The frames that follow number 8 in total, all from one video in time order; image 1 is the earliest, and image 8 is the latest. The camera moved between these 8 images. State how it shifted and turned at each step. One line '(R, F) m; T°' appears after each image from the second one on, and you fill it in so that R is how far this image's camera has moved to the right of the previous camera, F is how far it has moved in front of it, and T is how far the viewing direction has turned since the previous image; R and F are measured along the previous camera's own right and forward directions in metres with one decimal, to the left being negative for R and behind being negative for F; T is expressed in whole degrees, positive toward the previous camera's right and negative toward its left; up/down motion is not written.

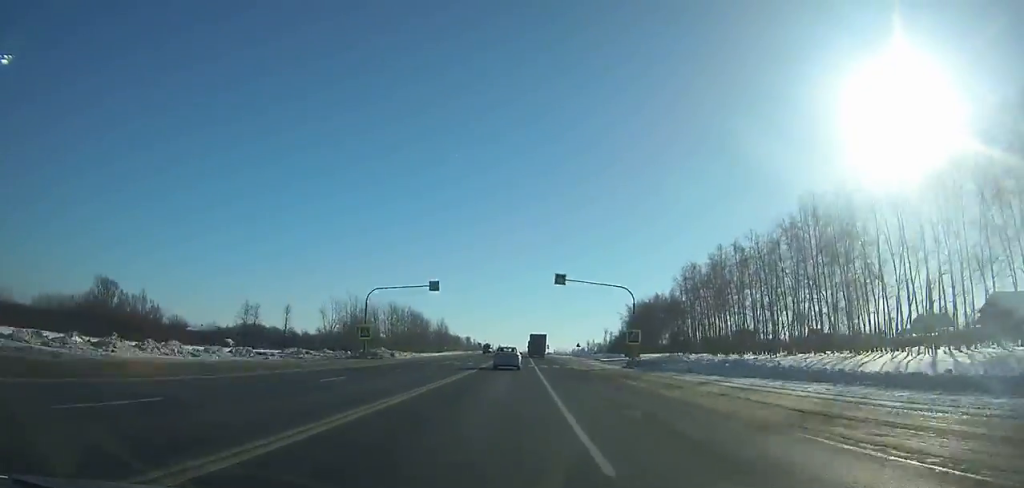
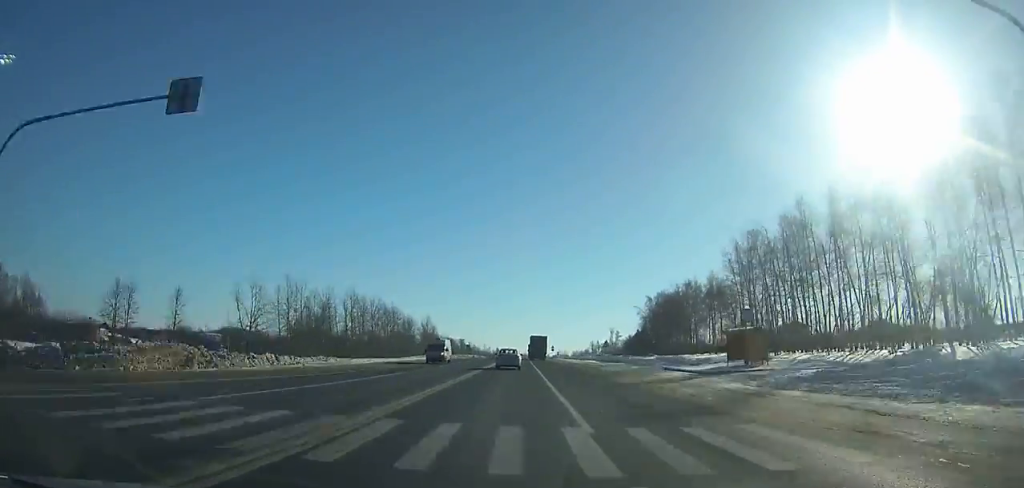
(+0.4, +41.4) m; 0°
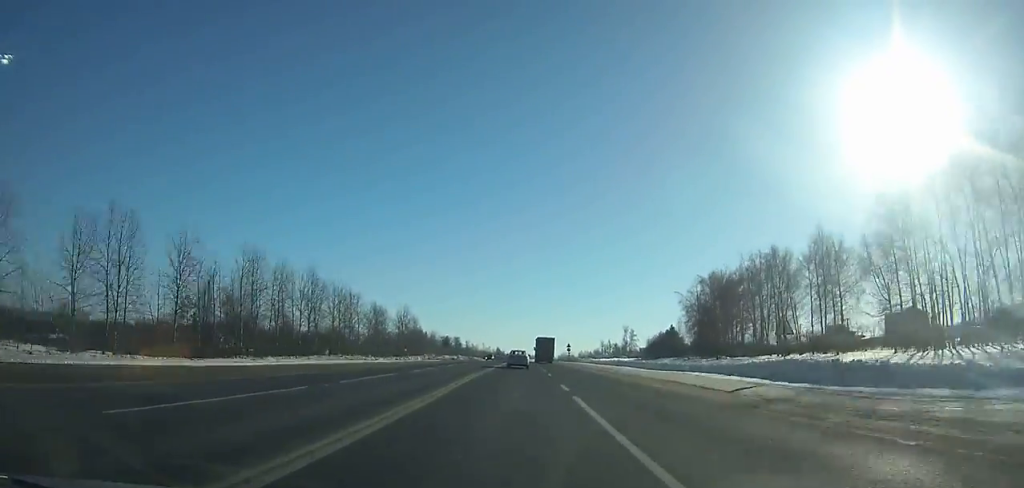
(-0.2, +54.5) m; 0°
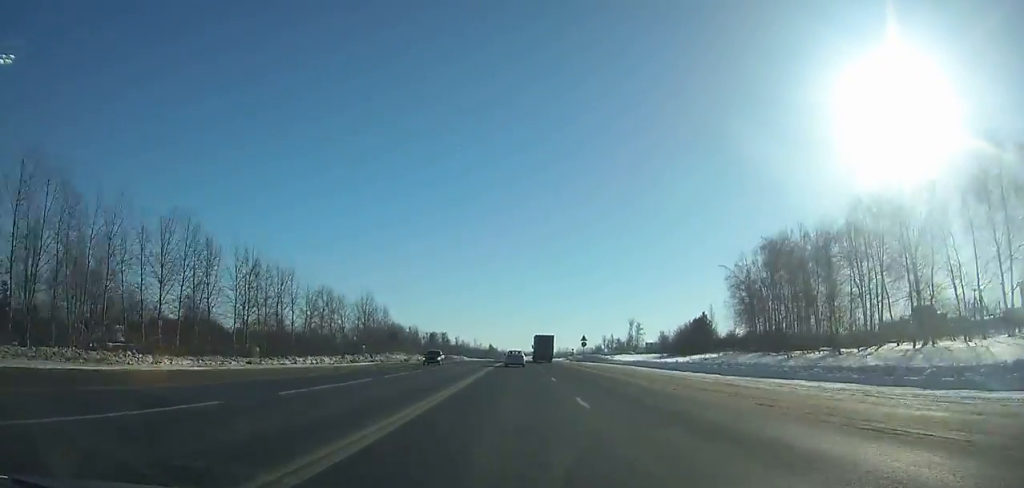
(+0.2, +42.2) m; 0°
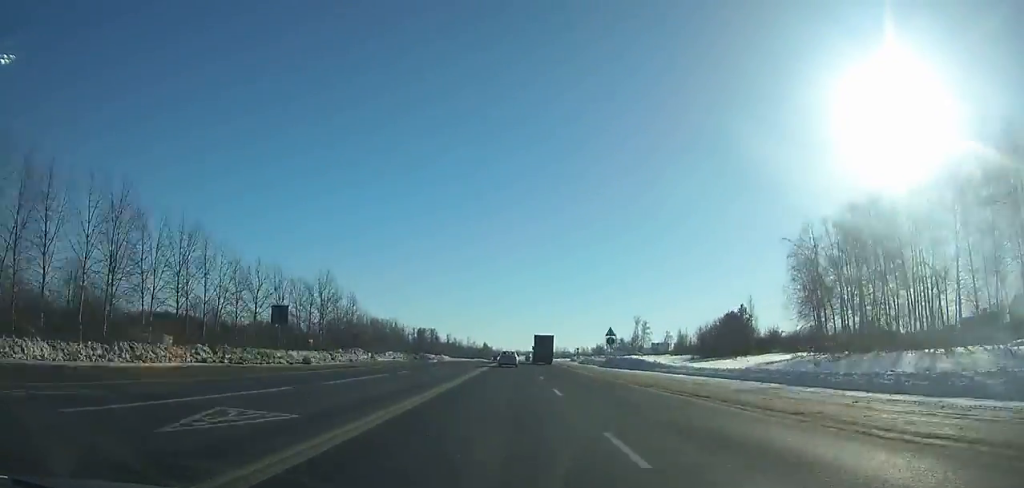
(0.0, +30.8) m; 0°
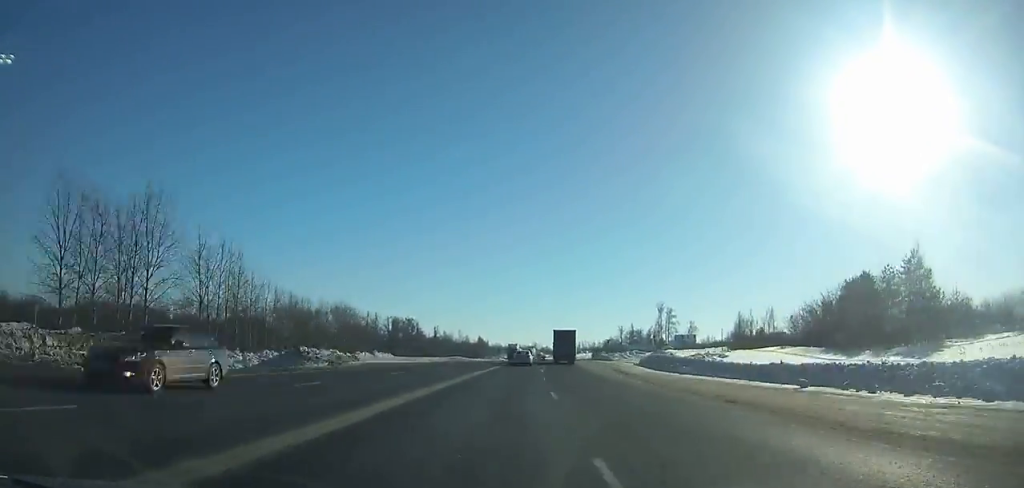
(+0.4, +63.5) m; +2°
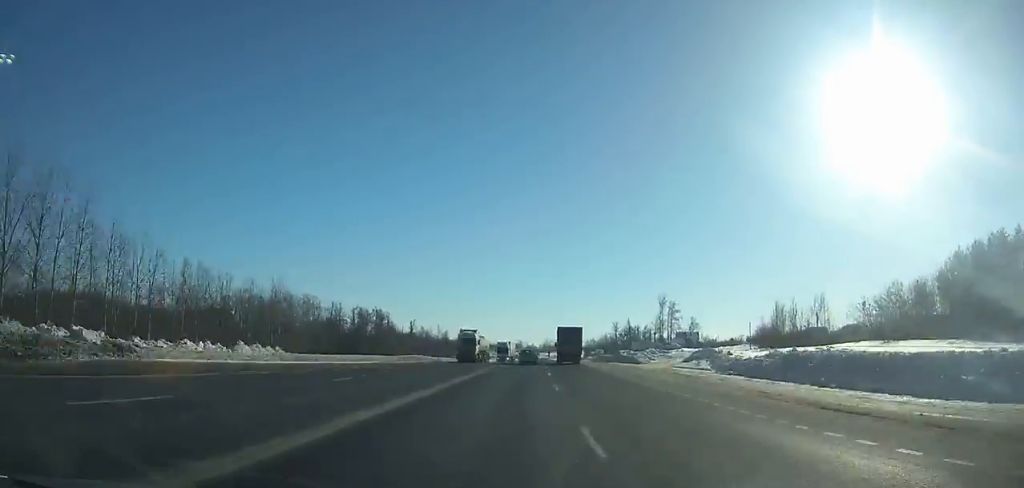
(+0.2, +32.2) m; +1°
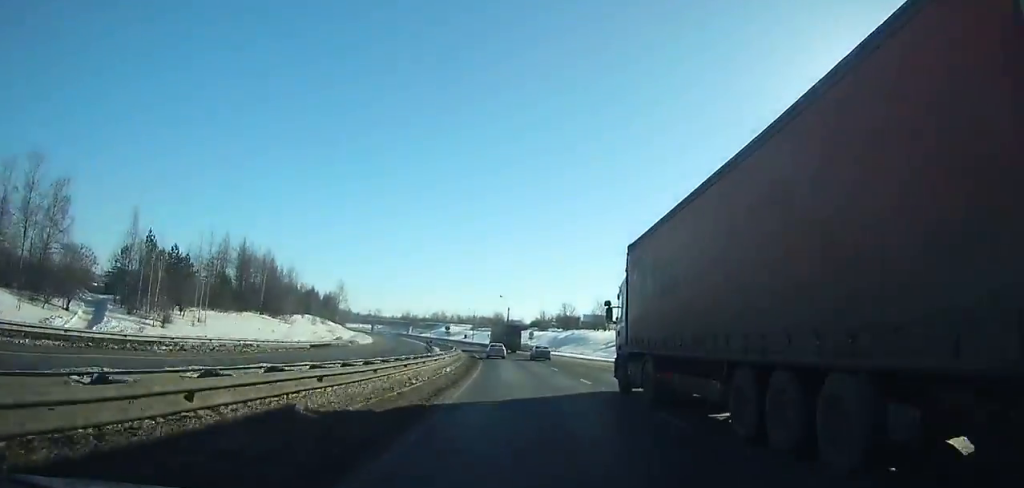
(+7.7, +309.9) m; -5°
